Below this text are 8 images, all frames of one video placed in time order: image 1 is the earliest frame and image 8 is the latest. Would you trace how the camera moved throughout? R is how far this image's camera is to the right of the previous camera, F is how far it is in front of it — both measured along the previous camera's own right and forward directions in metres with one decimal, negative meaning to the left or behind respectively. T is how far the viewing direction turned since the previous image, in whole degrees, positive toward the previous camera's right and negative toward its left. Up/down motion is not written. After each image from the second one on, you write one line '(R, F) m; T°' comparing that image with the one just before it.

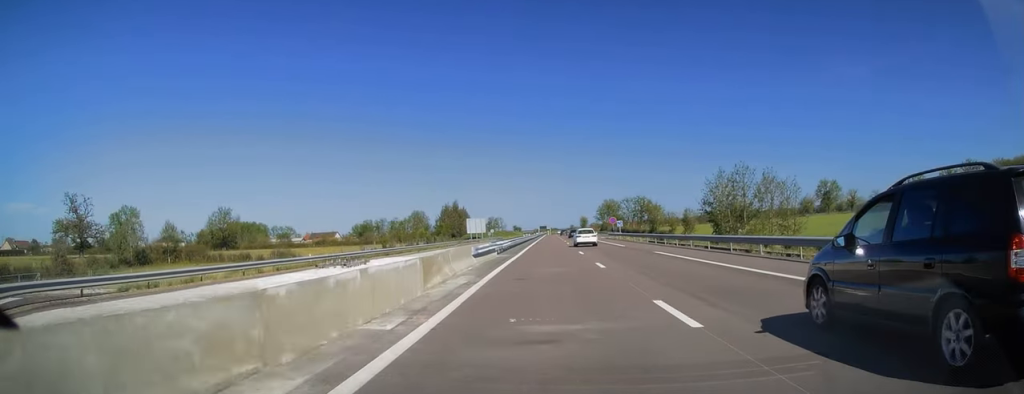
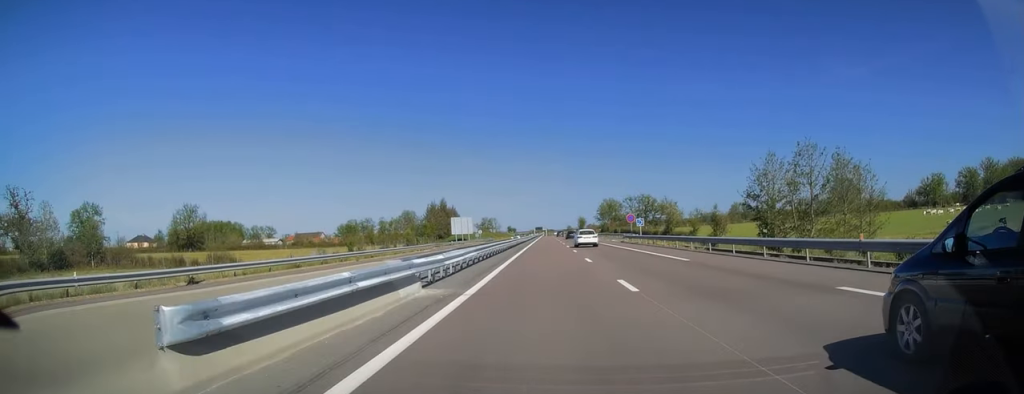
(-0.1, +20.6) m; 0°
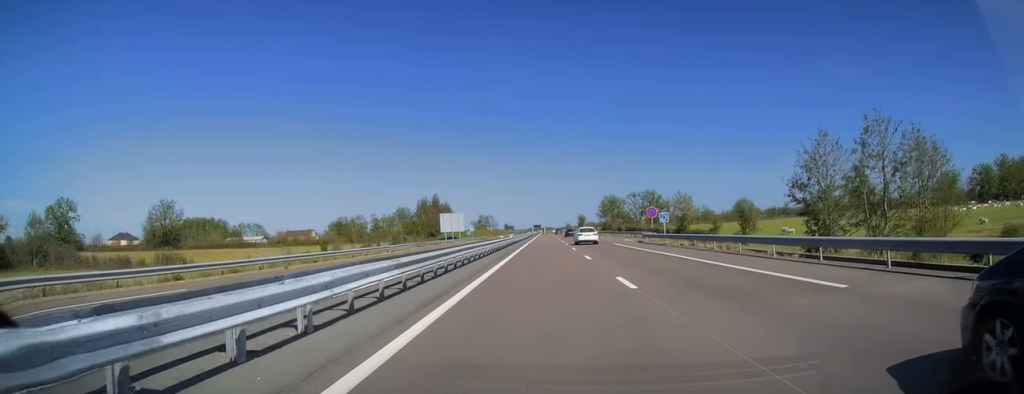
(+0.2, +13.1) m; 0°
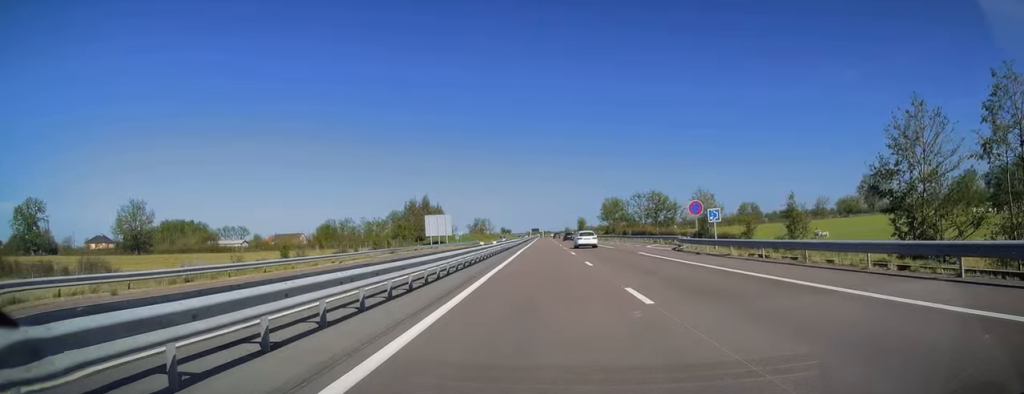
(+0.1, +15.1) m; 0°
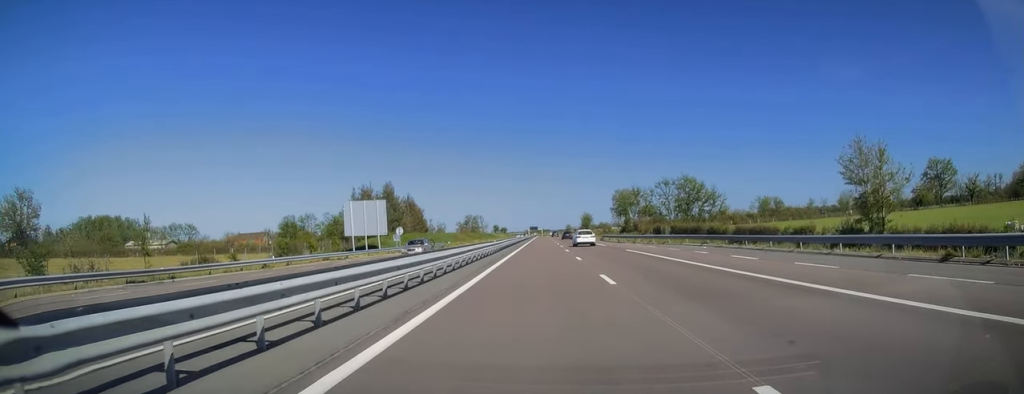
(-0.1, +47.7) m; 0°
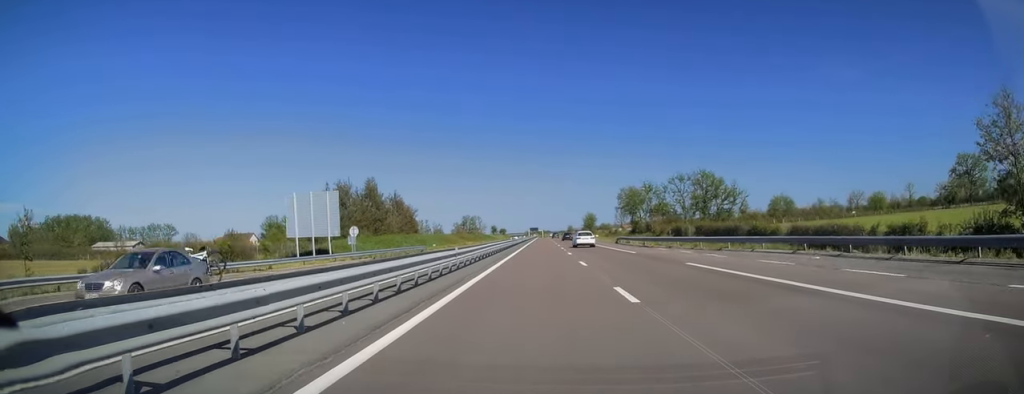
(0.0, +16.6) m; 0°
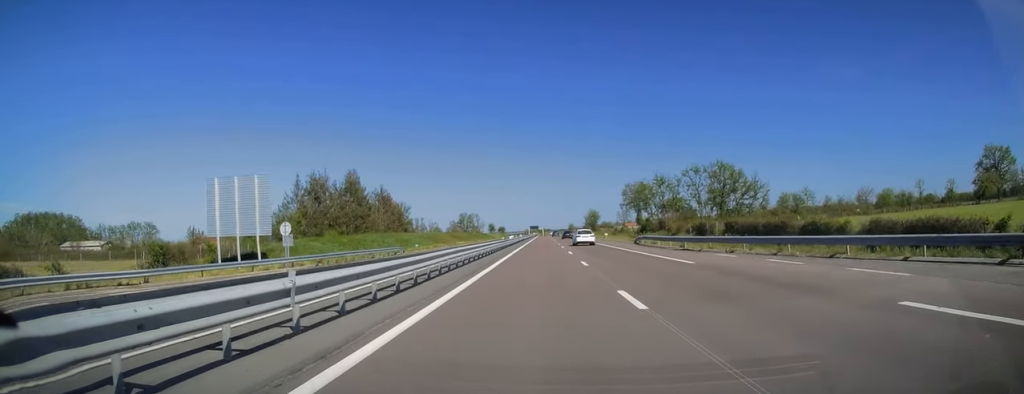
(0.0, +14.1) m; 0°
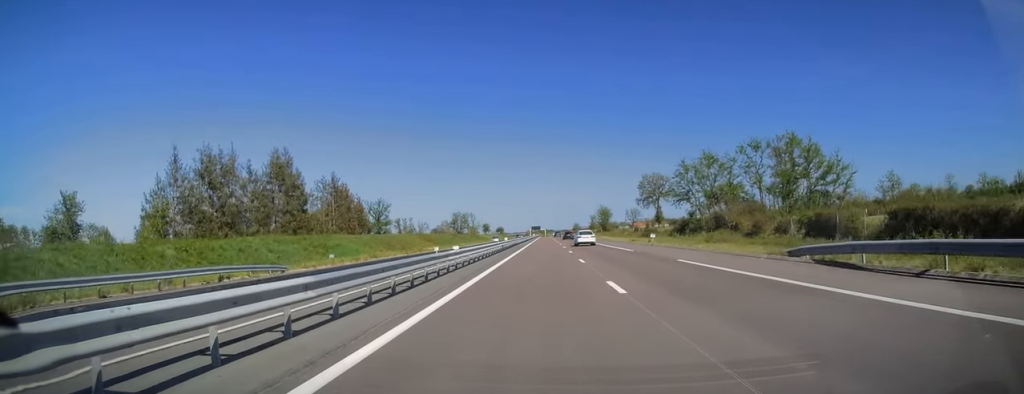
(-0.1, +36.2) m; 0°
